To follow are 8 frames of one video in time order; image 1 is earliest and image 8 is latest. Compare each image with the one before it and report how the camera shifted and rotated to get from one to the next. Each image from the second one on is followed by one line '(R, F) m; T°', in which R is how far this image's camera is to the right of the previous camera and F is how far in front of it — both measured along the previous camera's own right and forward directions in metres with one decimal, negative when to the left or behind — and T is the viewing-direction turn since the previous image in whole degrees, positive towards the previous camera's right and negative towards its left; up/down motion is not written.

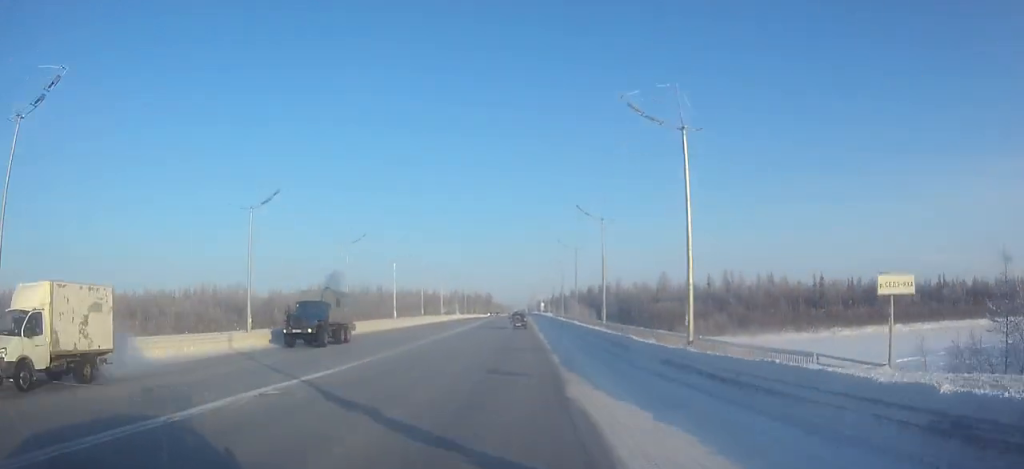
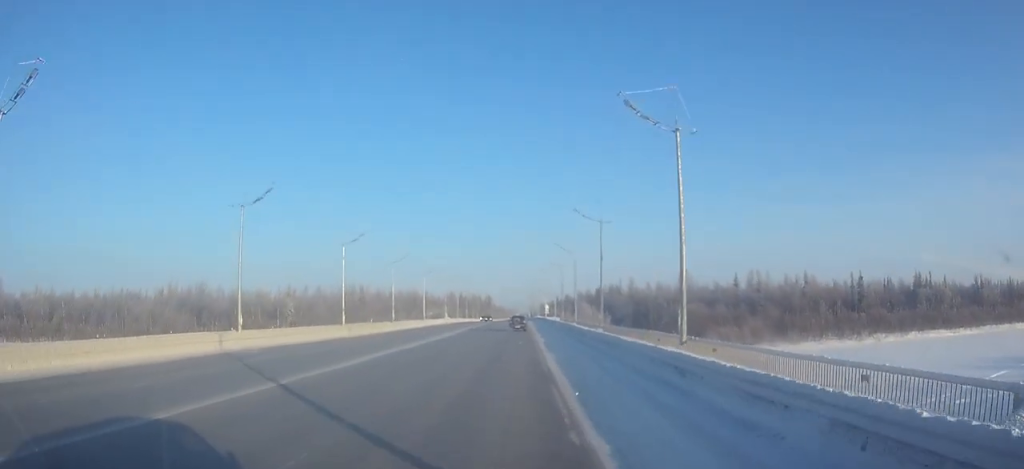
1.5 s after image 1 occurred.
(-0.1, +25.2) m; -1°
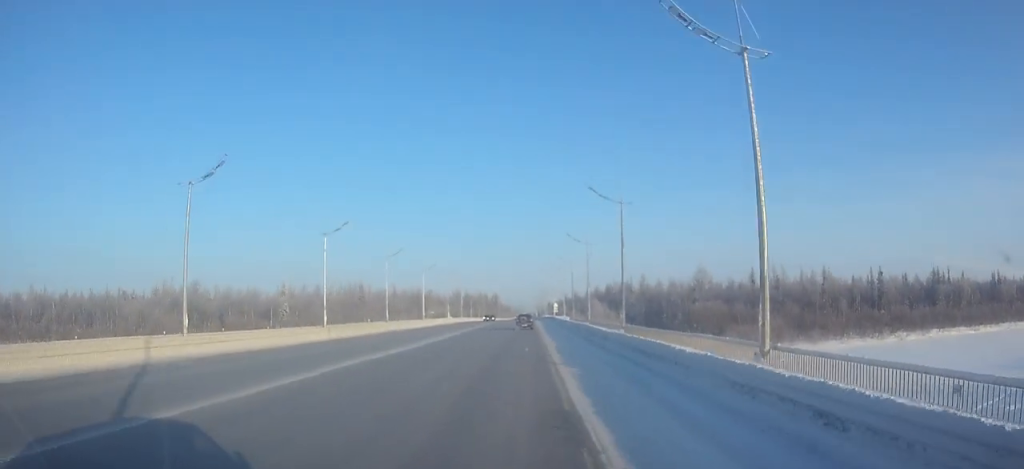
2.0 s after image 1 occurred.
(0.0, +7.9) m; 0°
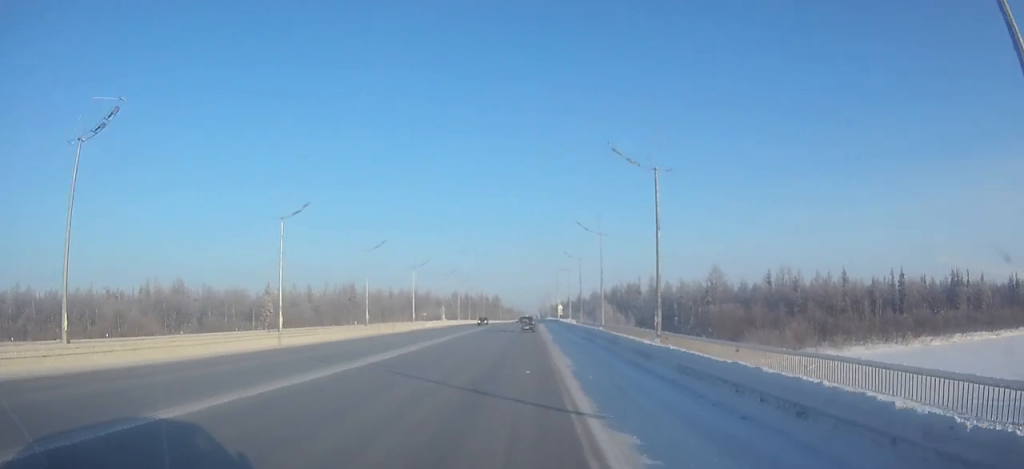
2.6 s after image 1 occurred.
(0.0, +10.8) m; 0°
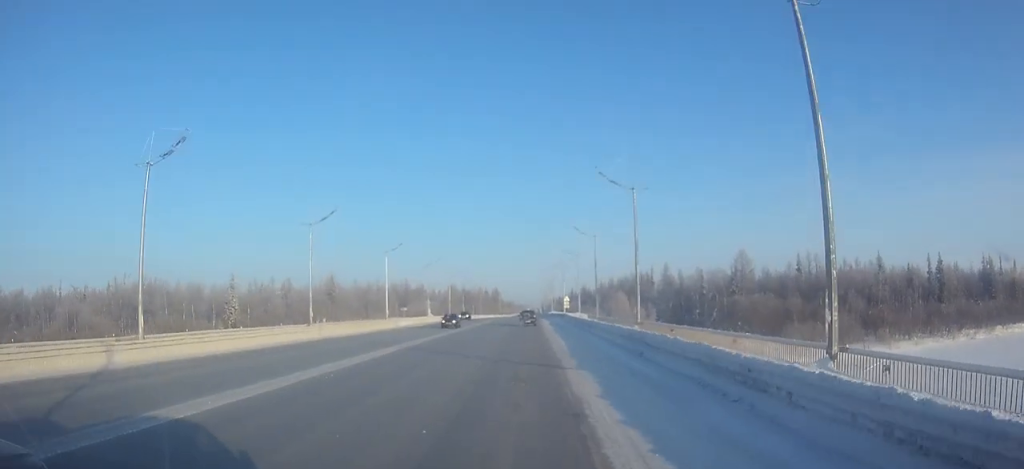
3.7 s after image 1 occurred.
(0.0, +18.2) m; 0°
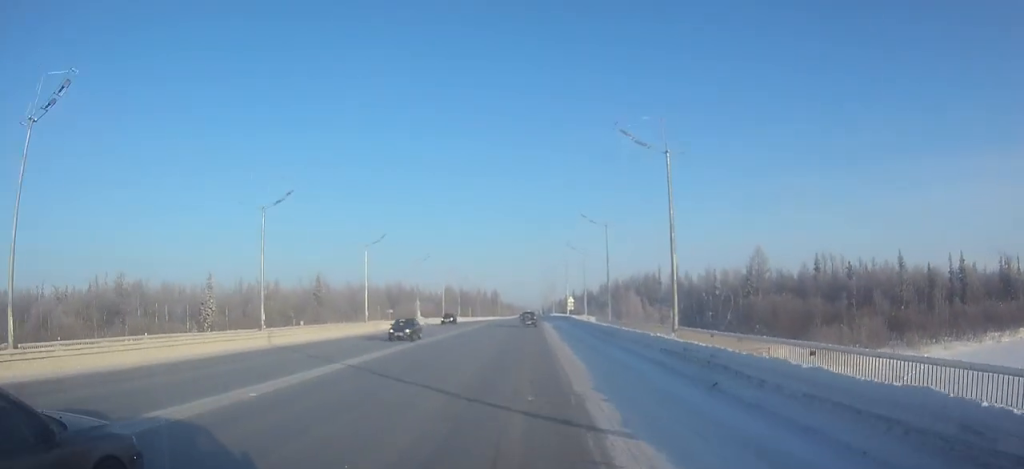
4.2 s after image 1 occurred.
(0.0, +9.7) m; 0°
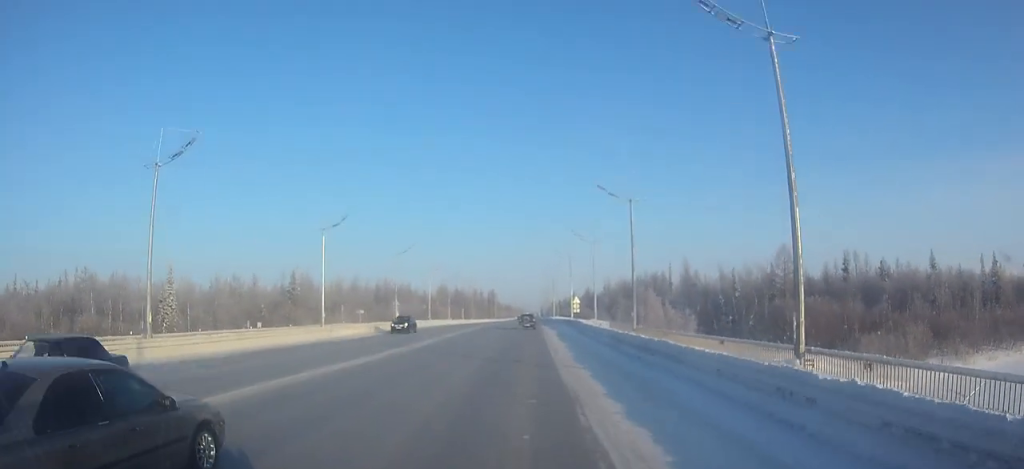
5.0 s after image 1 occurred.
(0.0, +13.7) m; 0°
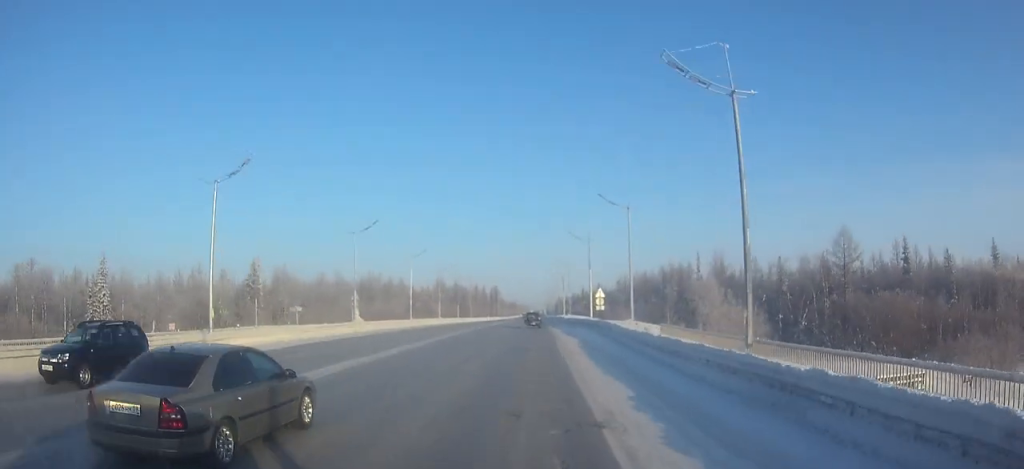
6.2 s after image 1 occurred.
(0.0, +20.6) m; 0°
